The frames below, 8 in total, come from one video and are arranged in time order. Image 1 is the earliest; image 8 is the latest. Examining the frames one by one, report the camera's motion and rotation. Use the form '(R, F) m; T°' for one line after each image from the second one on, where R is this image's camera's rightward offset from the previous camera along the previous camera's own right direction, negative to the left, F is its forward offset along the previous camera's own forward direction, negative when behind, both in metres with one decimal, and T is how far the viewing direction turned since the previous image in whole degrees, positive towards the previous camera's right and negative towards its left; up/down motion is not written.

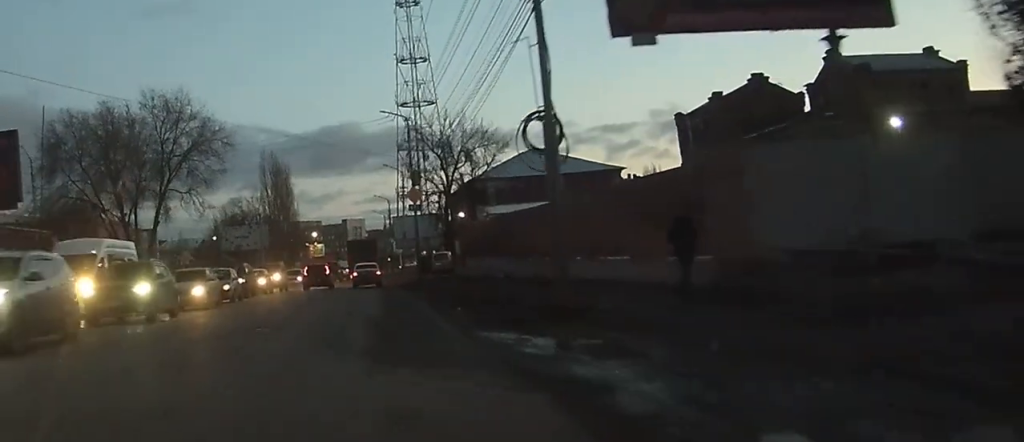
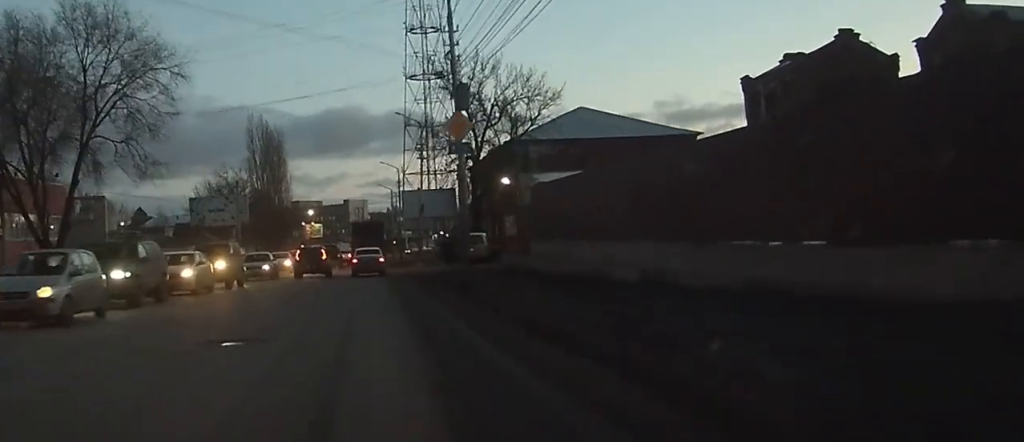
(0.0, +21.5) m; 0°
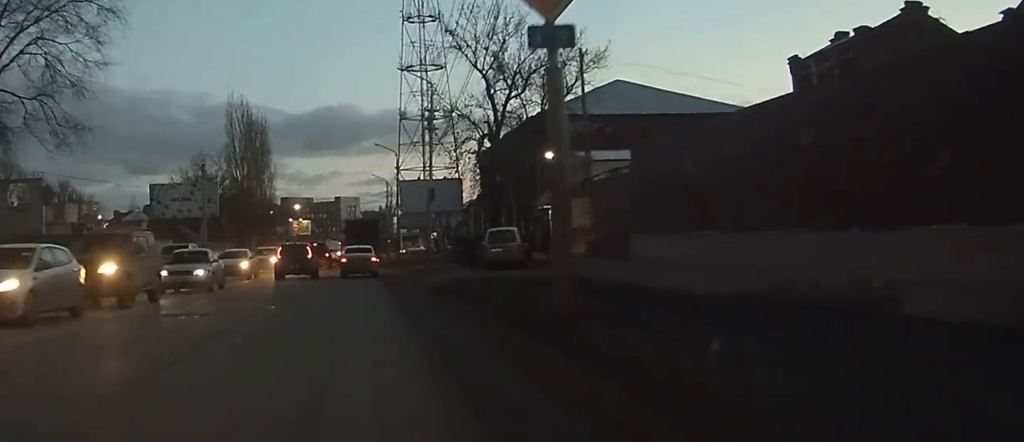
(0.0, +14.1) m; 0°
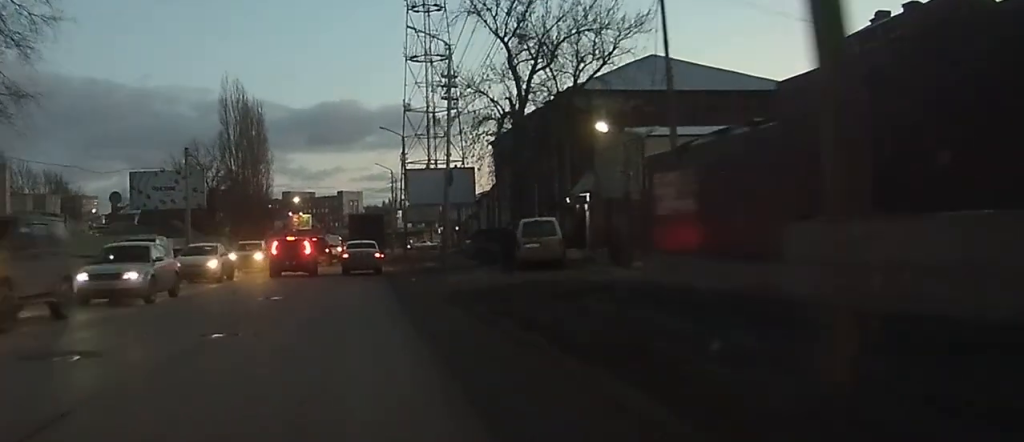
(0.0, +7.8) m; 0°
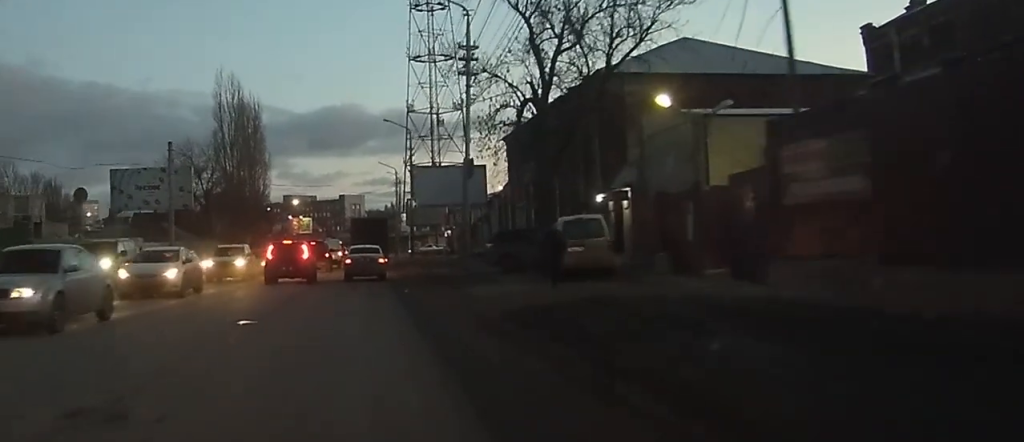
(+0.1, +6.2) m; 0°
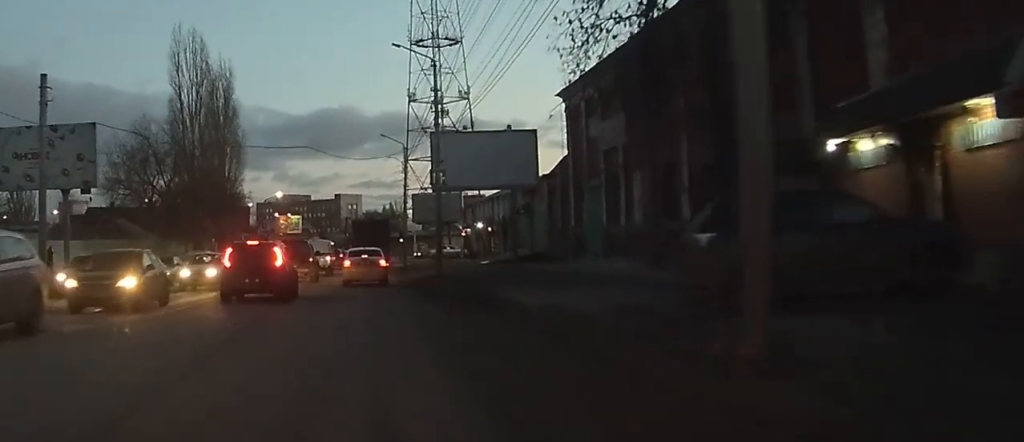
(0.0, +23.9) m; 0°
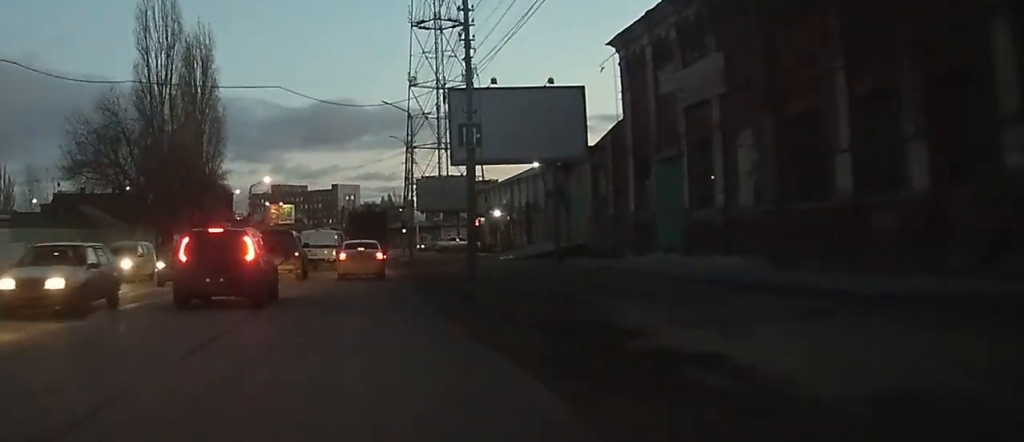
(+0.1, +12.5) m; 0°
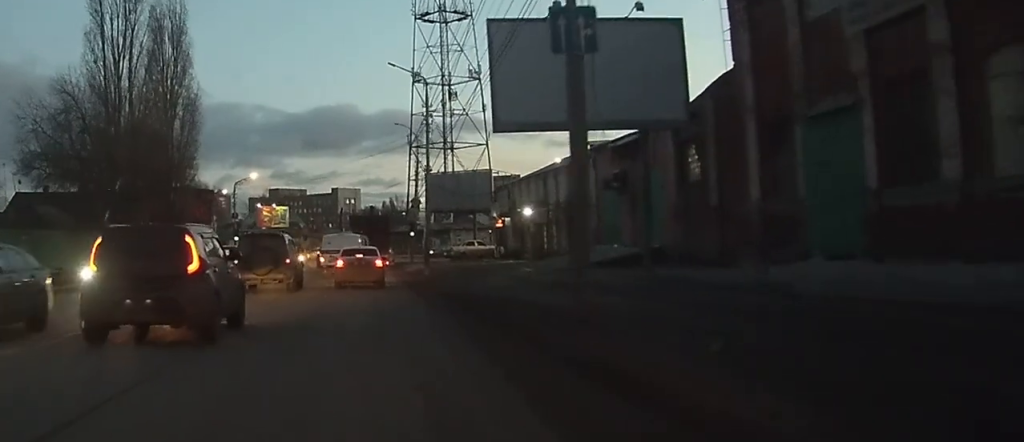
(0.0, +13.7) m; 0°
